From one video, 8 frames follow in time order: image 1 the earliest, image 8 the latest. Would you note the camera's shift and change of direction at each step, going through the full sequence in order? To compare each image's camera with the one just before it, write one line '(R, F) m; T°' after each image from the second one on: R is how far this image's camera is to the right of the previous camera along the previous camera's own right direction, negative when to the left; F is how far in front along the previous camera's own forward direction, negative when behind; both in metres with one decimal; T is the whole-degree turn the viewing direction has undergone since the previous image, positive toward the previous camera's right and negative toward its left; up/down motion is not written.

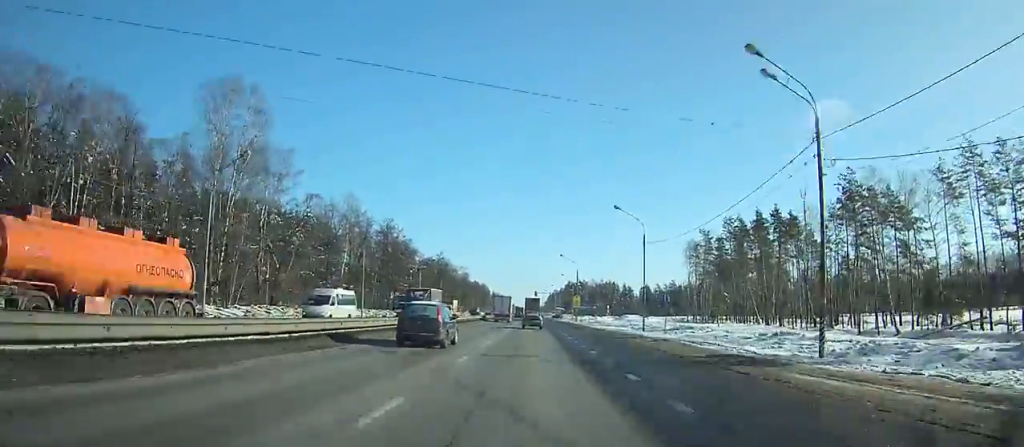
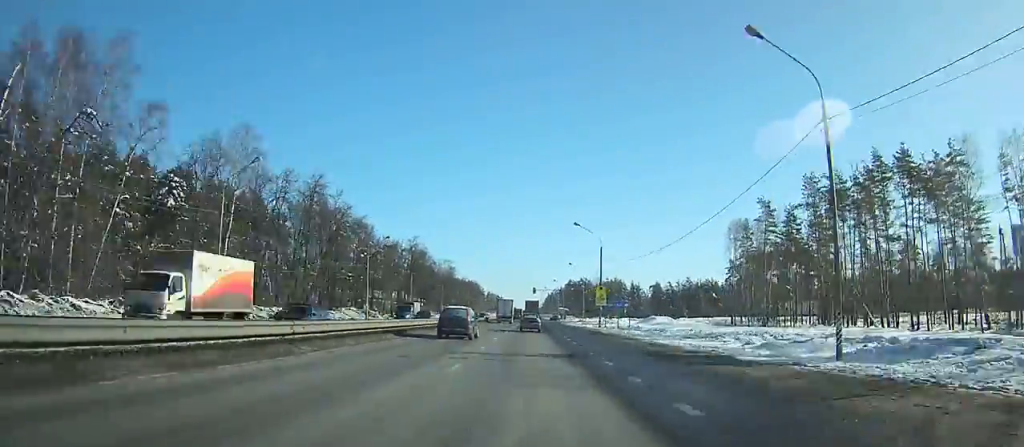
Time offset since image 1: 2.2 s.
(0.0, +35.9) m; 0°
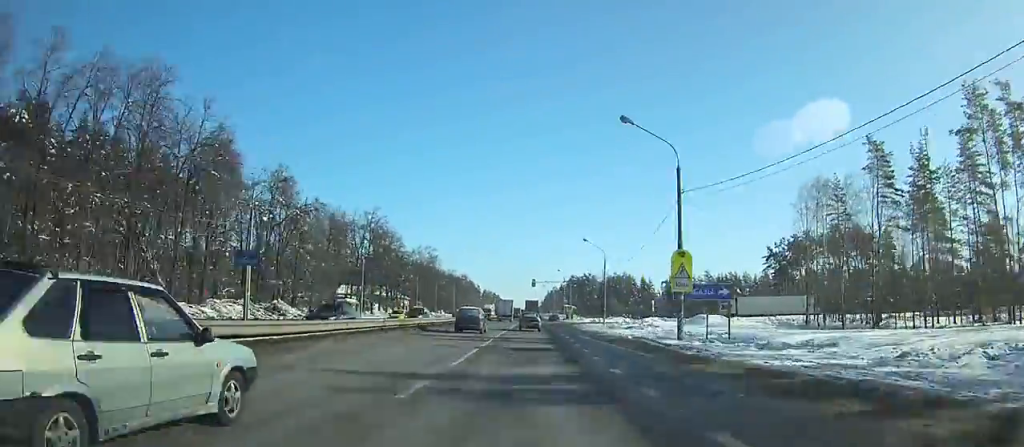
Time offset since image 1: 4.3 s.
(+0.3, +34.2) m; 0°
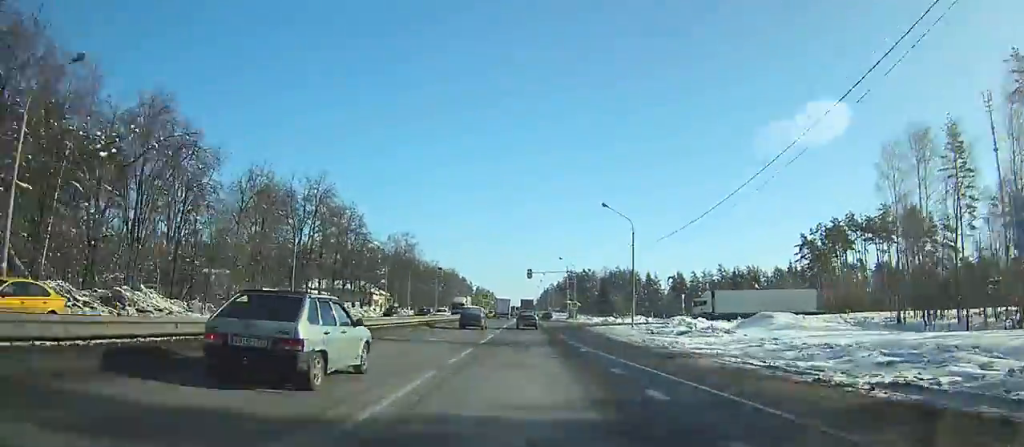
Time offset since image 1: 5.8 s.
(0.0, +24.6) m; 0°
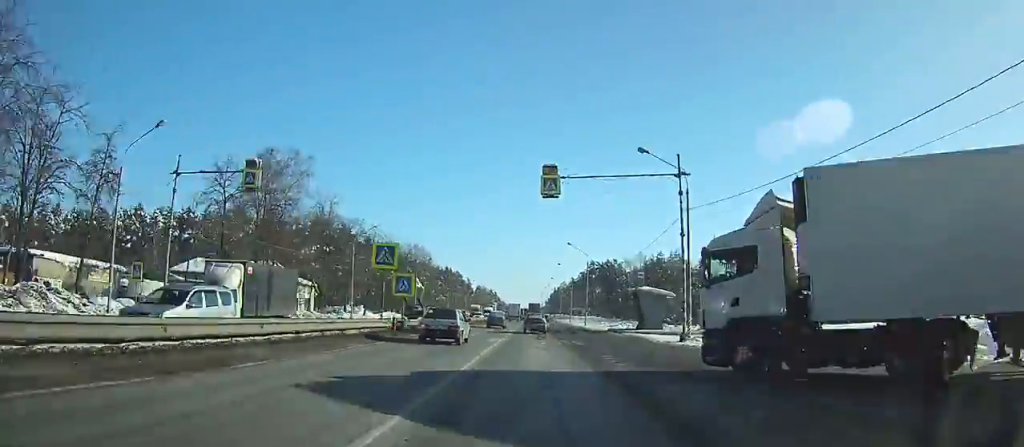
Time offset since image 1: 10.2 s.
(-0.3, +73.1) m; 0°
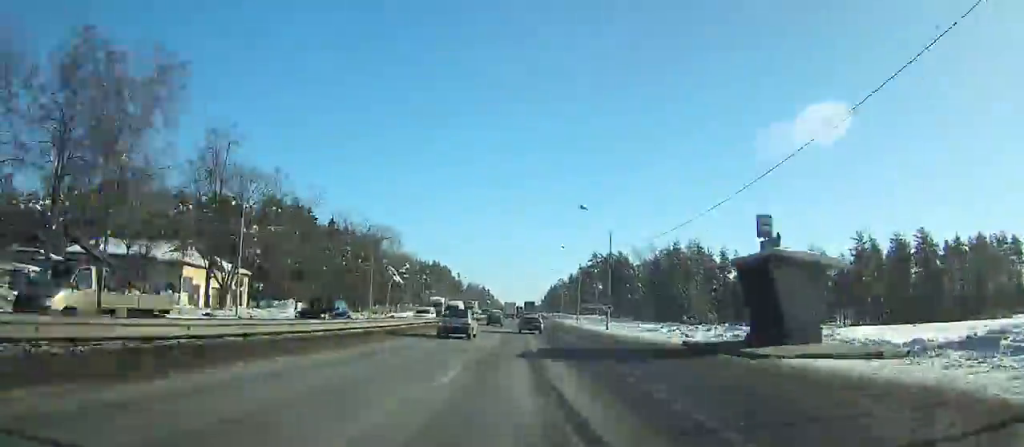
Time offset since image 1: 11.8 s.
(+0.1, +27.1) m; 0°
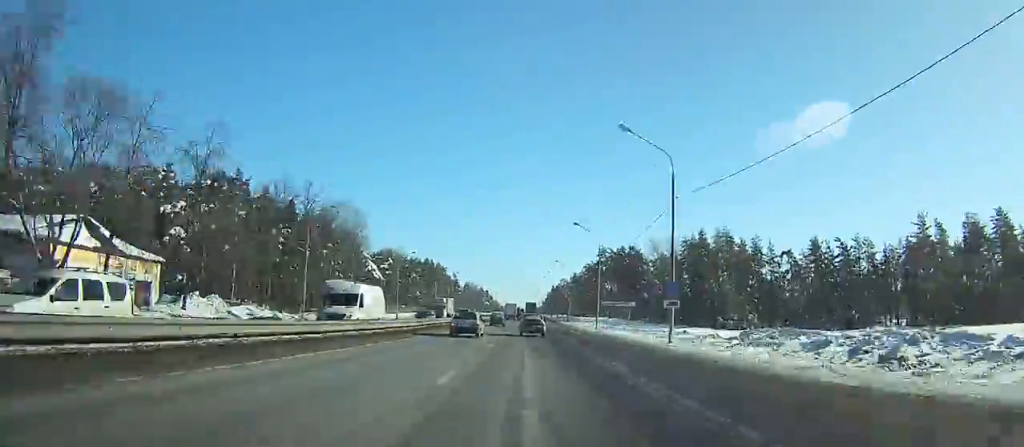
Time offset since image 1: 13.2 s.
(+0.1, +23.8) m; 0°
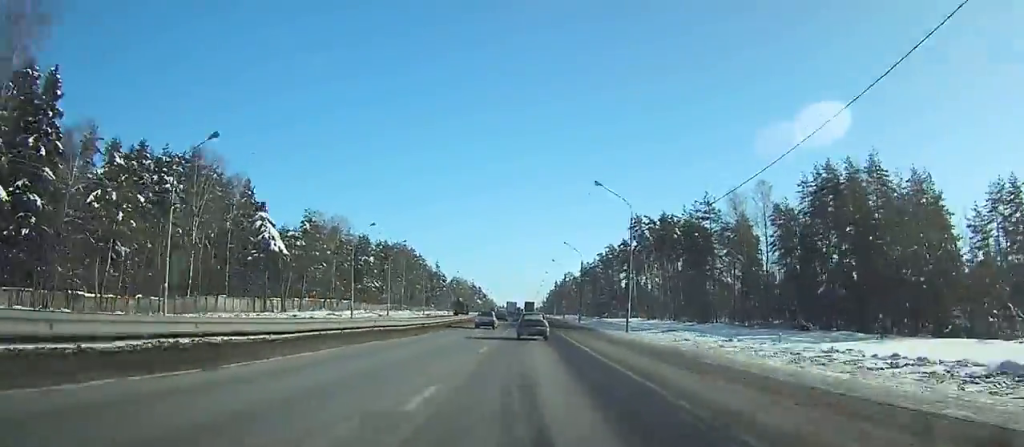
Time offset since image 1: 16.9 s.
(-0.1, +63.0) m; 0°
